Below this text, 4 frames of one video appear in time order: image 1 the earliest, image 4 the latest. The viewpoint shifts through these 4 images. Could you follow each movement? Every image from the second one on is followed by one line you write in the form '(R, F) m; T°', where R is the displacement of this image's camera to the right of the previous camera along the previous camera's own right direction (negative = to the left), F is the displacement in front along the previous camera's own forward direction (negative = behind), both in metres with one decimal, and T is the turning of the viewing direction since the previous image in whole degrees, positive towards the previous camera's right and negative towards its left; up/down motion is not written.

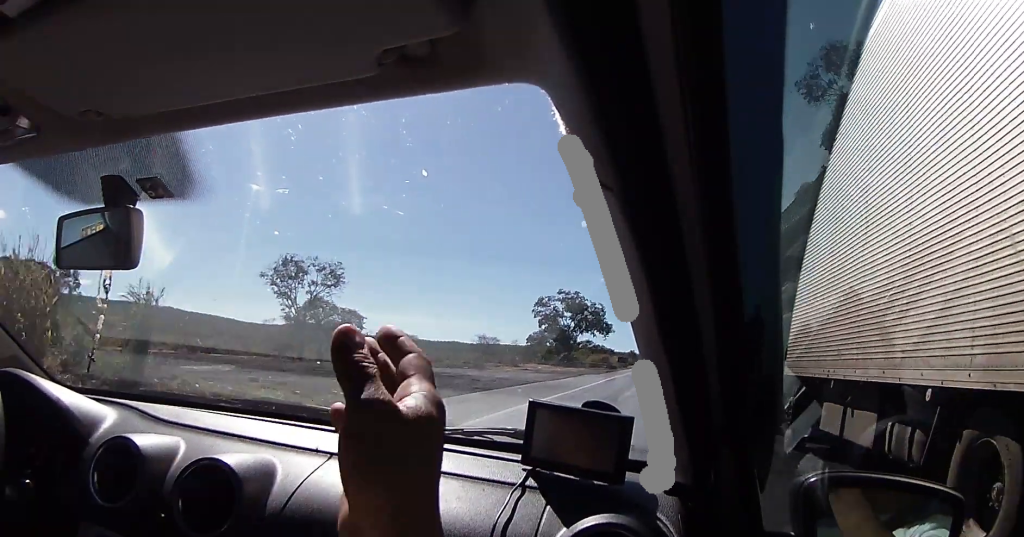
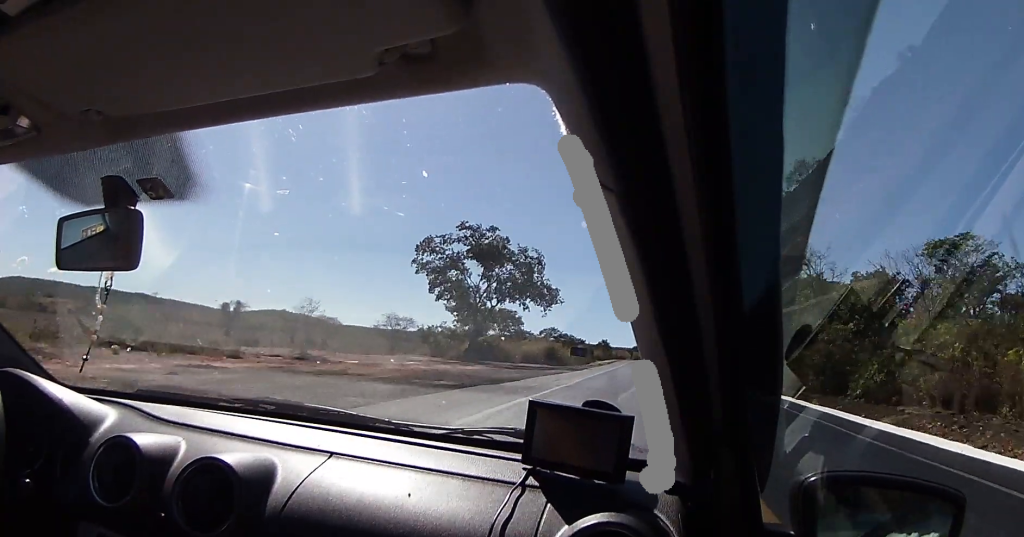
(+0.4, +54.0) m; 0°
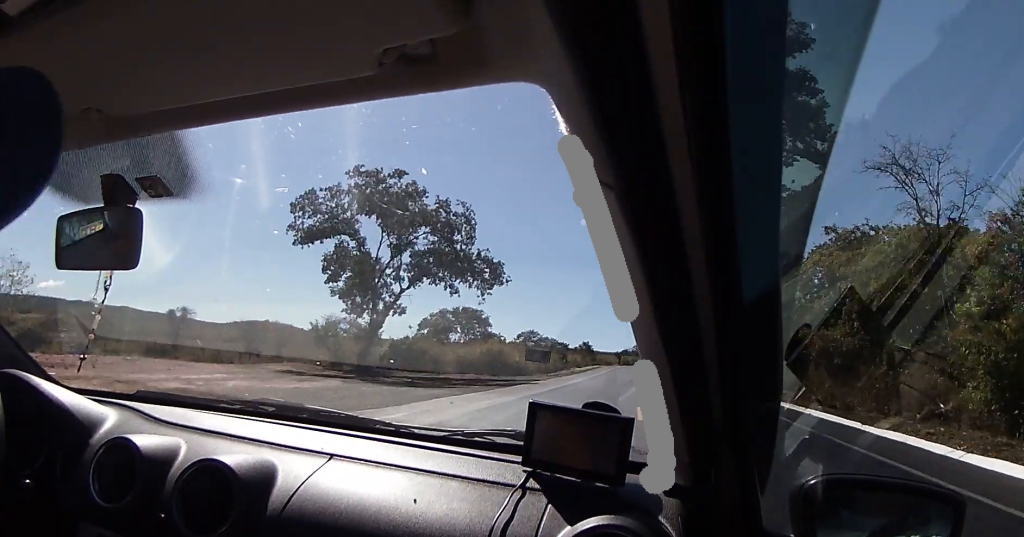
(-0.2, +21.4) m; 0°
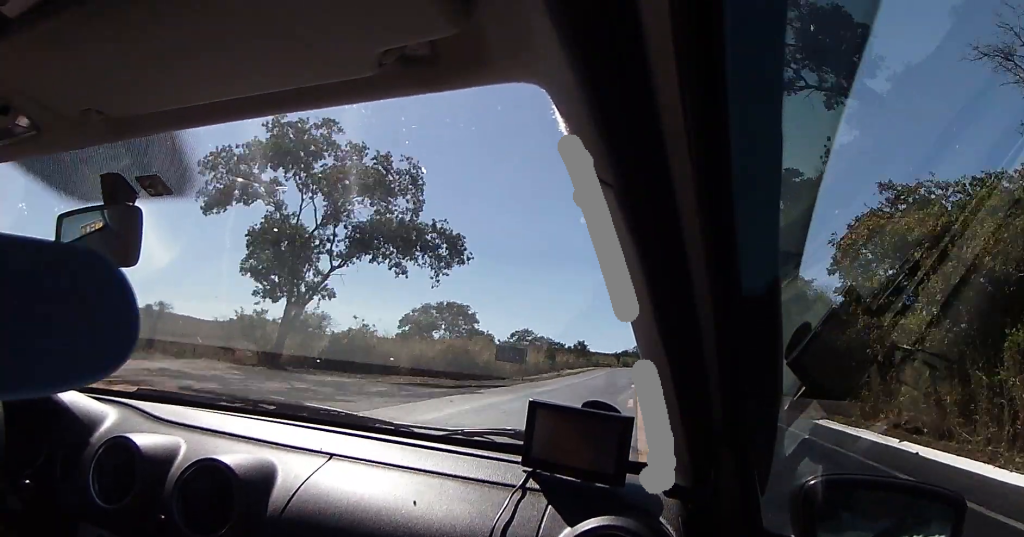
(+0.1, +10.5) m; 0°
